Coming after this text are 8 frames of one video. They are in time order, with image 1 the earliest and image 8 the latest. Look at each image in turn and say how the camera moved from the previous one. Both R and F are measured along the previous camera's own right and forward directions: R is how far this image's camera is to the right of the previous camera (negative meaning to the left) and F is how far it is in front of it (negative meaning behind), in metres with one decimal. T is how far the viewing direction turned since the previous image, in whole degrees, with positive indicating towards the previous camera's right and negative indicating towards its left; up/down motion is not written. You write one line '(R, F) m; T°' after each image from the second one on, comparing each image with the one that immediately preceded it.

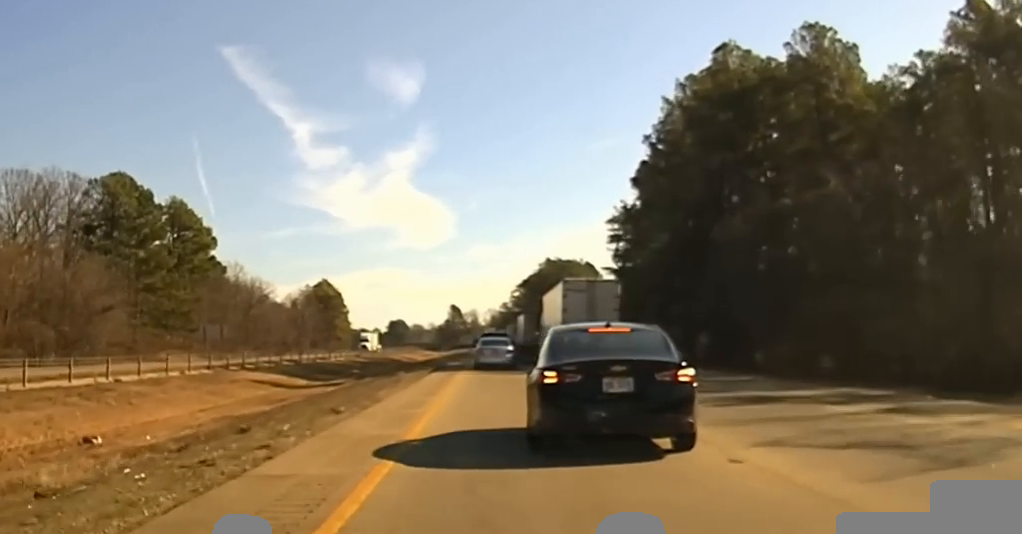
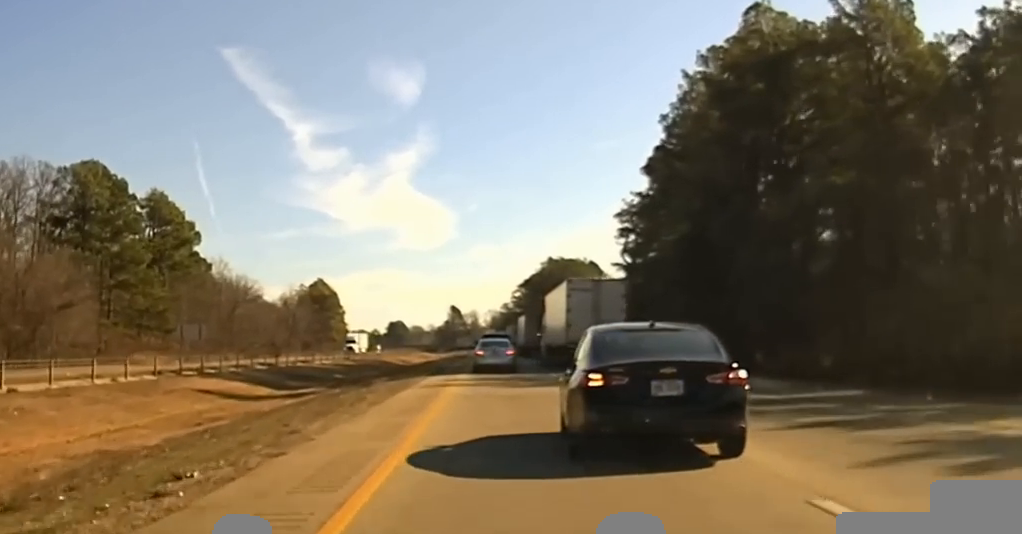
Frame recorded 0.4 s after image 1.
(0.0, +12.2) m; 0°
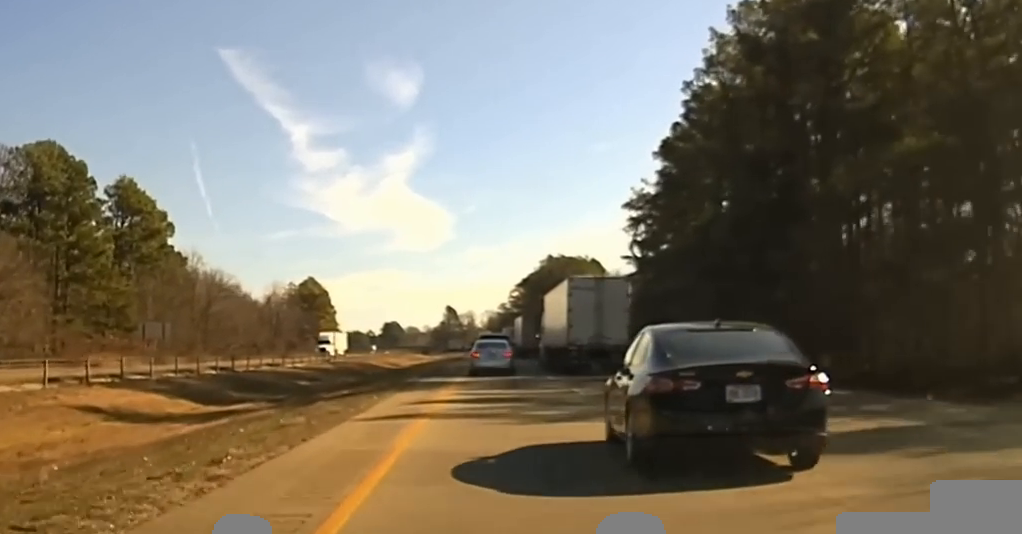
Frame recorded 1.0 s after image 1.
(0.0, +16.2) m; 0°
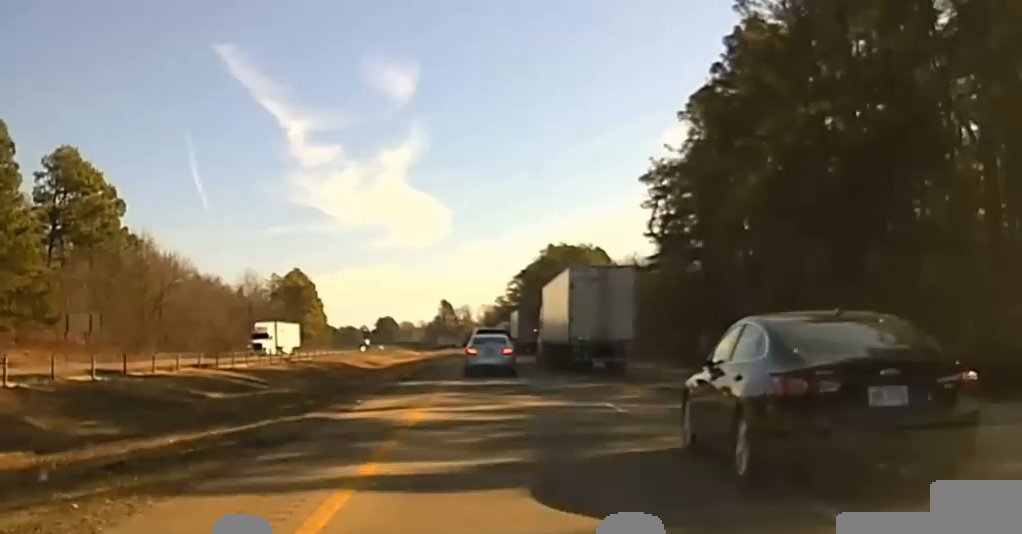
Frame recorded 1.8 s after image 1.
(+0.1, +21.6) m; 0°
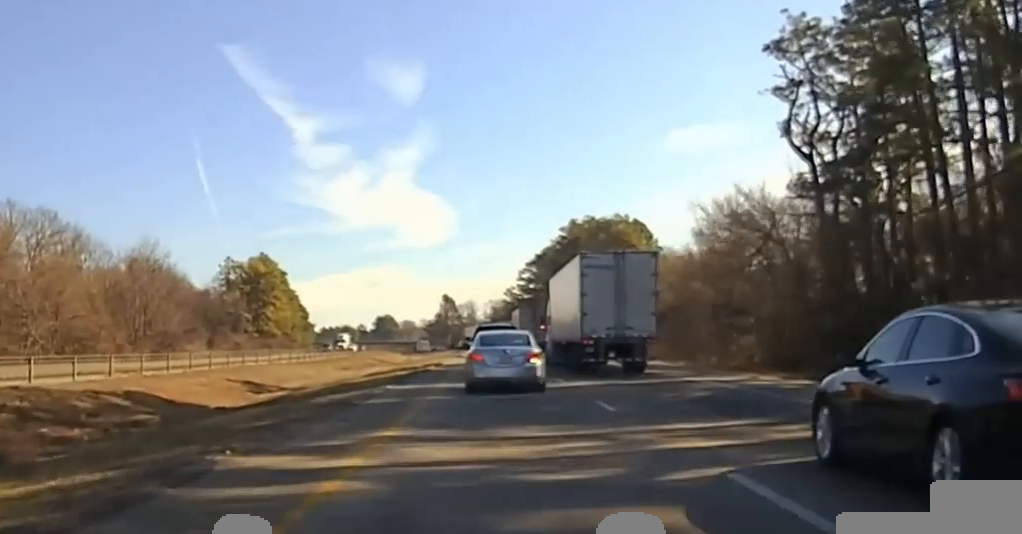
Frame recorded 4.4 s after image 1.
(-0.1, +58.8) m; 0°
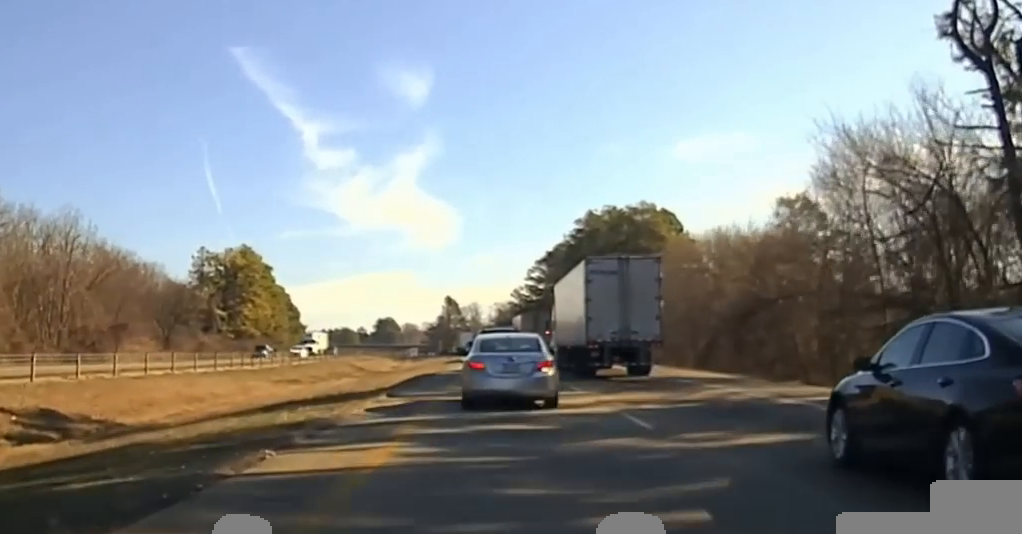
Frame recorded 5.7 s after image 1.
(+0.3, +24.4) m; 0°
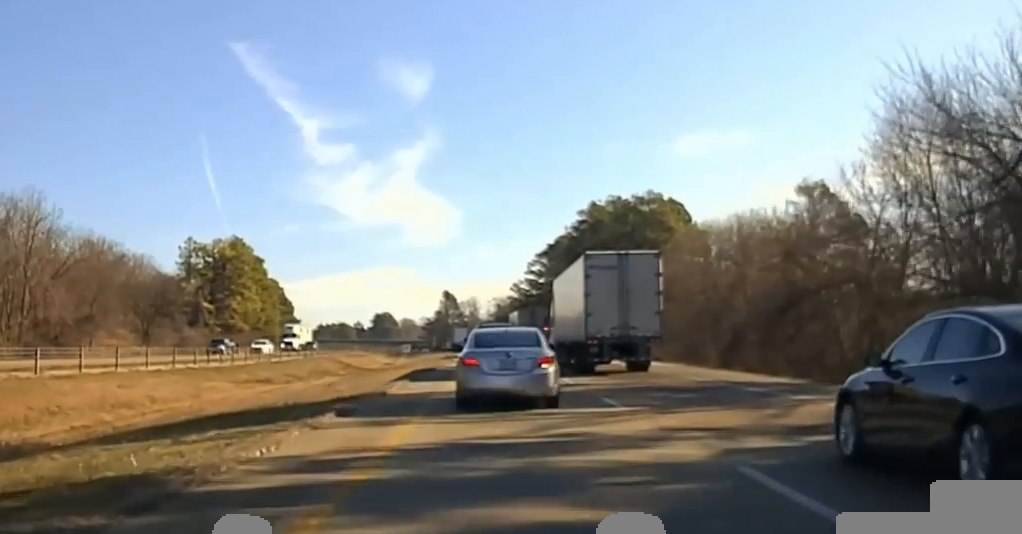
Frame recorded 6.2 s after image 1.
(-0.1, +8.3) m; 0°
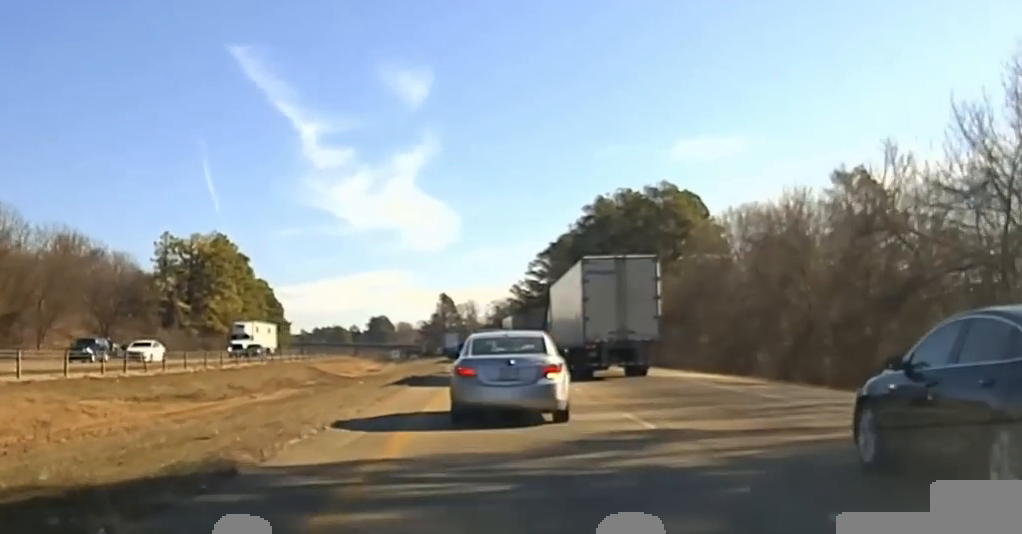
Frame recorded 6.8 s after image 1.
(-0.1, +13.1) m; 0°
